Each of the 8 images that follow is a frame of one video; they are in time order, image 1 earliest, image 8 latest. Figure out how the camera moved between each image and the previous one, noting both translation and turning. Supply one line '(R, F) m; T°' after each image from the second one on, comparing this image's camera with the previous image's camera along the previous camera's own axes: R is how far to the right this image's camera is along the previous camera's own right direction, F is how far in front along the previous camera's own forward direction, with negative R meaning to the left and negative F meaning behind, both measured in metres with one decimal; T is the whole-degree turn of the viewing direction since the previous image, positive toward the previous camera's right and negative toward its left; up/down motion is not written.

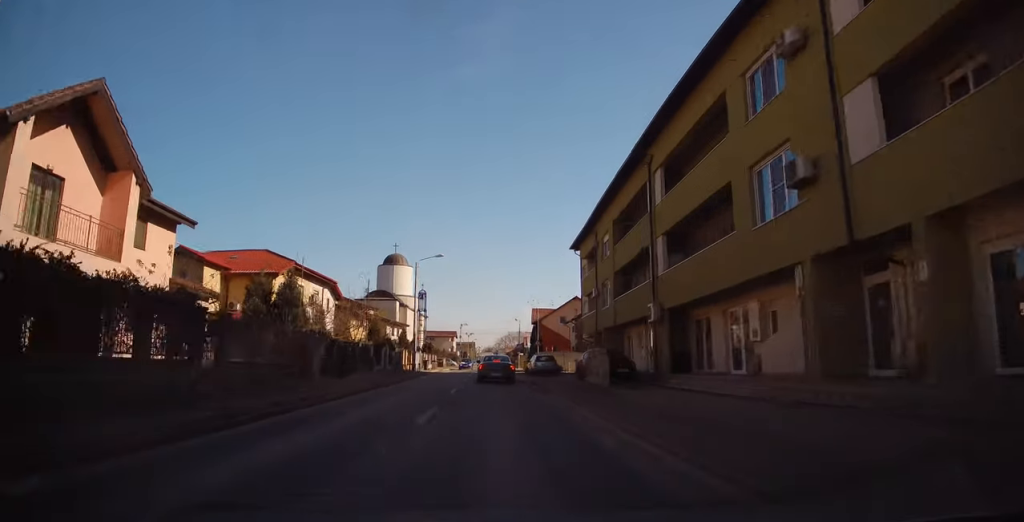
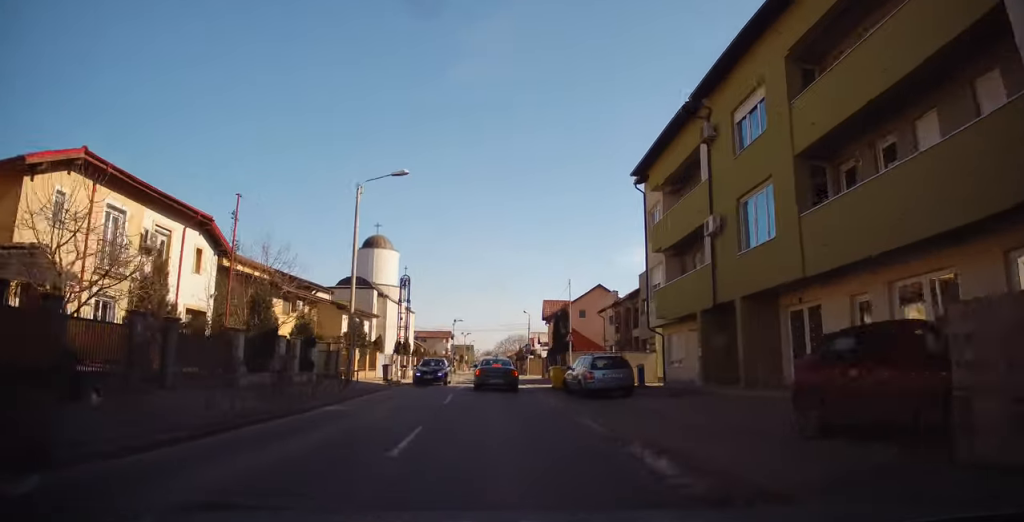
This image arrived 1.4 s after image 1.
(0.0, +19.6) m; 0°
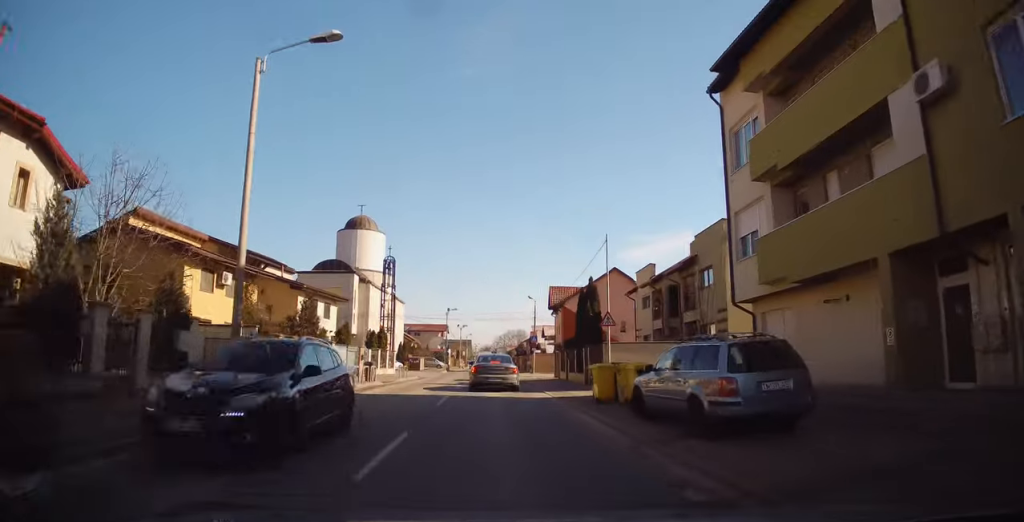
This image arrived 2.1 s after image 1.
(0.0, +9.9) m; +1°
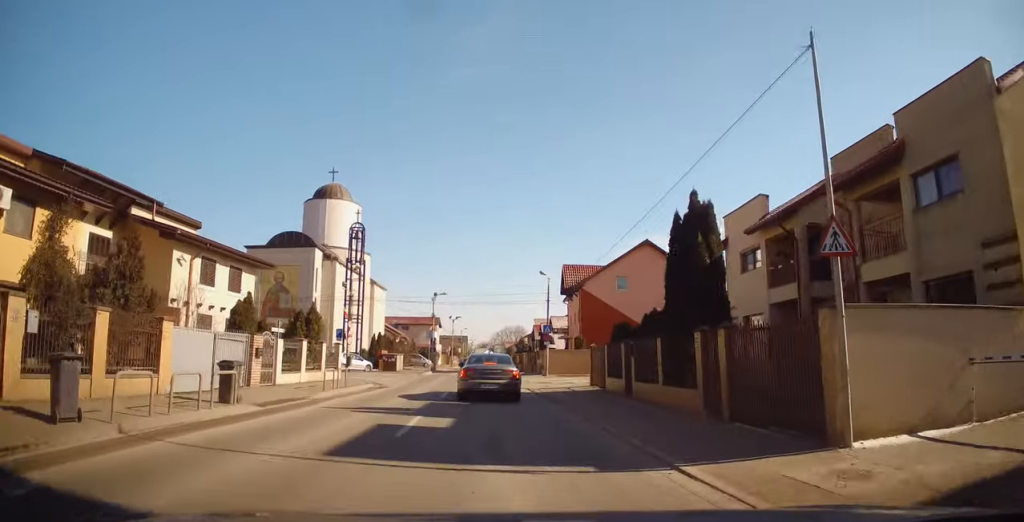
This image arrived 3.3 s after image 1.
(+0.4, +13.1) m; +2°
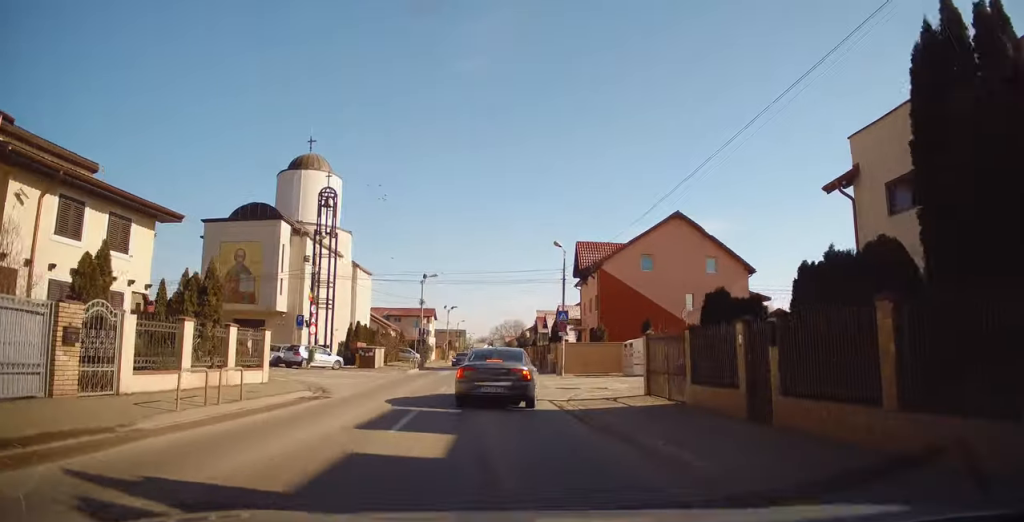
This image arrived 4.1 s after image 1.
(0.0, +8.3) m; -1°
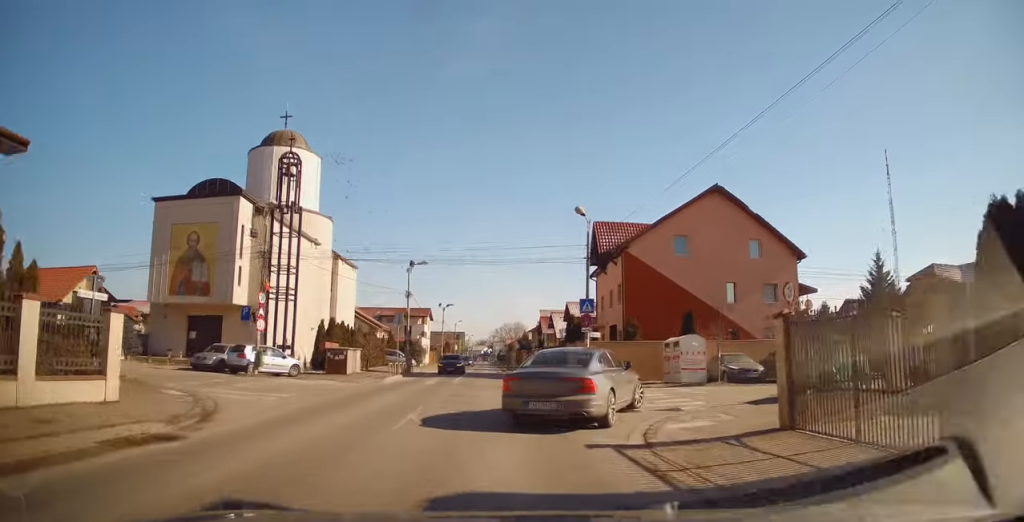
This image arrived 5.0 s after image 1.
(-0.2, +8.1) m; -2°
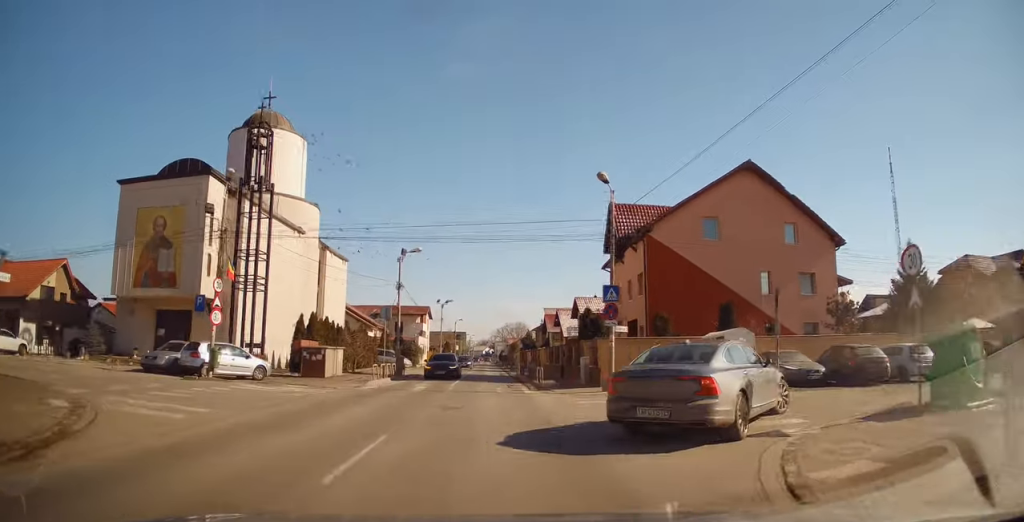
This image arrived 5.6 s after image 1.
(0.0, +4.8) m; 0°
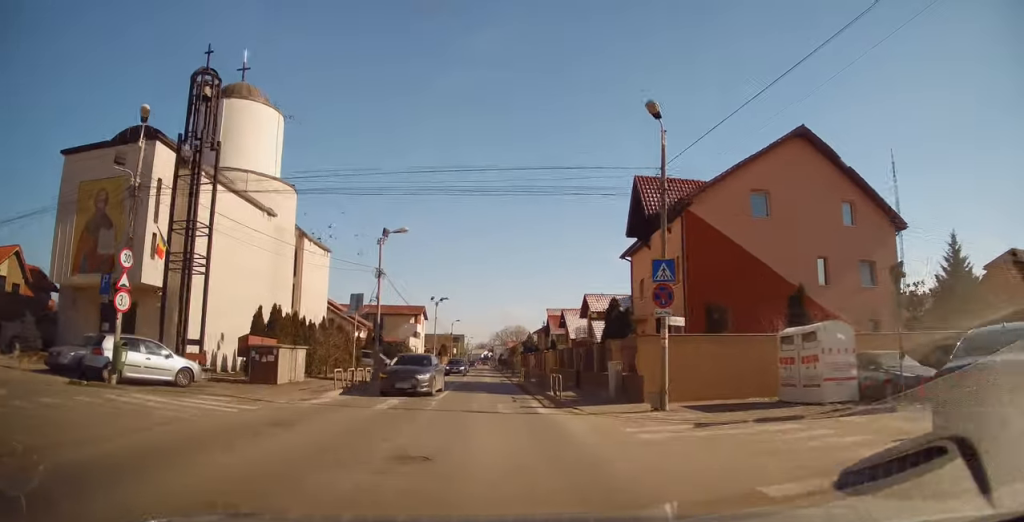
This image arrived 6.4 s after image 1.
(0.0, +6.1) m; 0°
